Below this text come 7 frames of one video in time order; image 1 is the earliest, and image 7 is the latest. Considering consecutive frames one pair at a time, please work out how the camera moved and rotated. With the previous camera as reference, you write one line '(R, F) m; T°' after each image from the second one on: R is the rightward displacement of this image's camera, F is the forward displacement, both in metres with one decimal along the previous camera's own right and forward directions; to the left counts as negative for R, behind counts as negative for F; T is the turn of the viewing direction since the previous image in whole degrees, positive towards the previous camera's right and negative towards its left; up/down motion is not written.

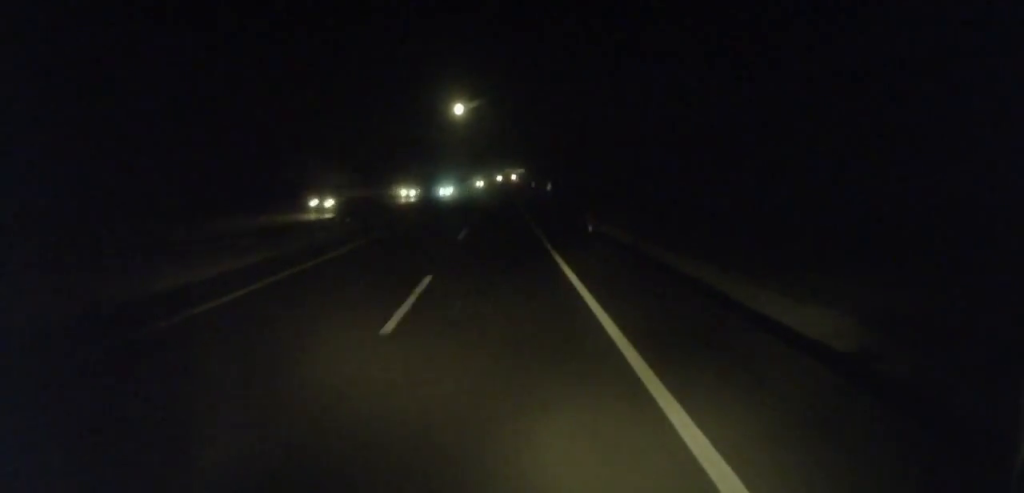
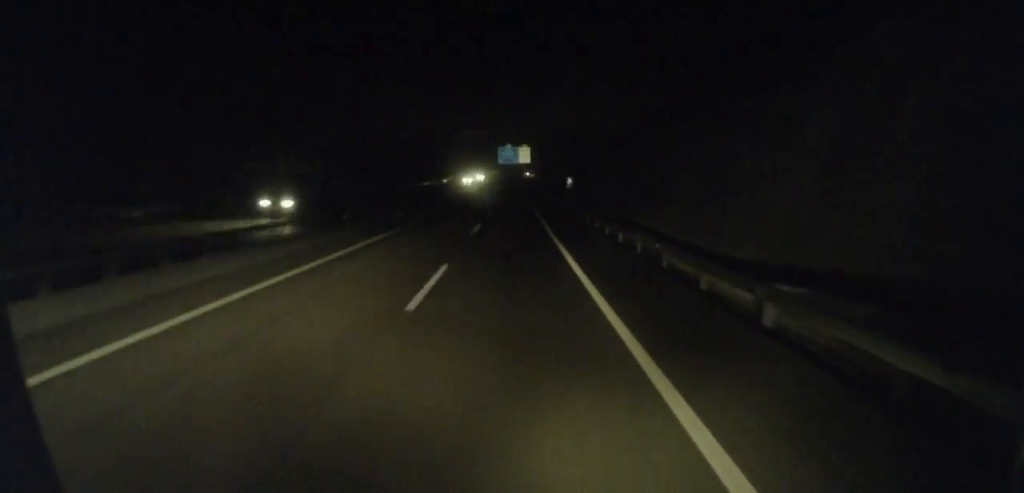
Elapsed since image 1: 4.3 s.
(+1.1, +100.0) m; 0°
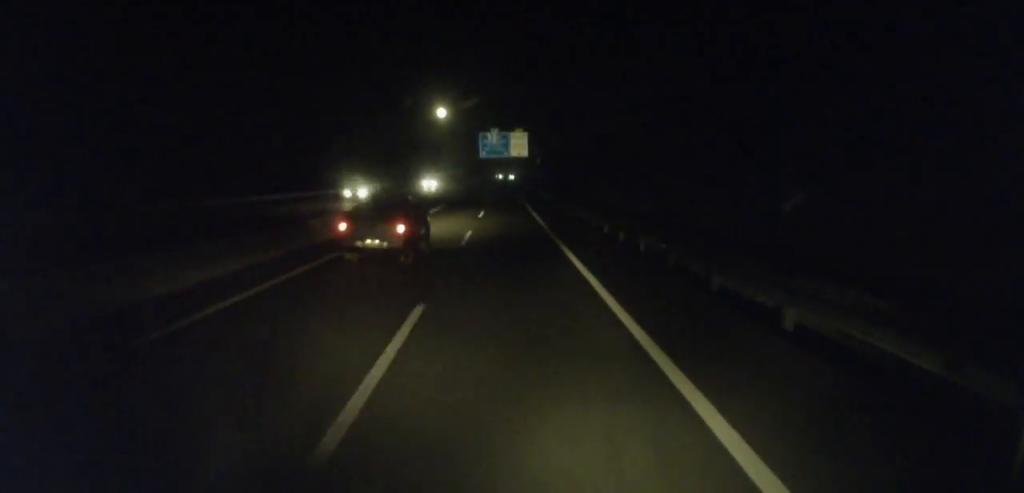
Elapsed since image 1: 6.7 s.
(-0.6, +56.7) m; 0°
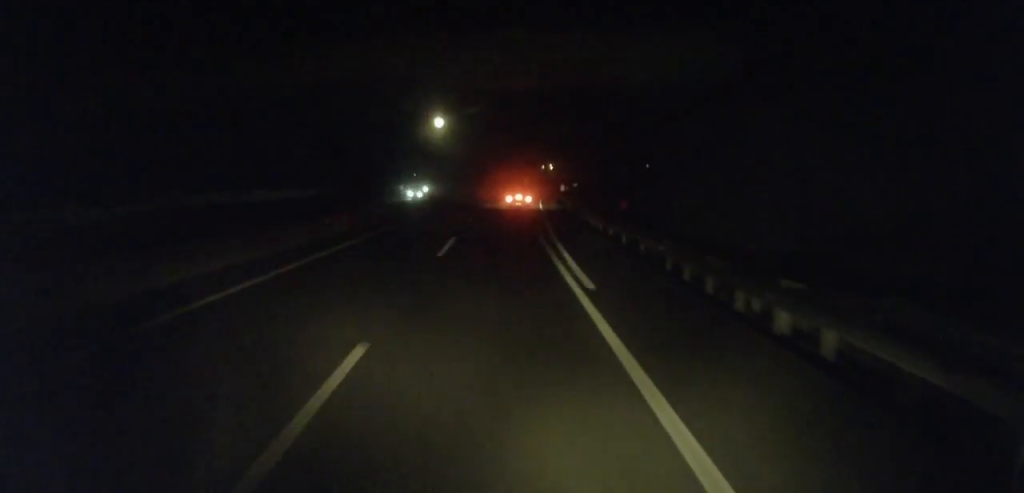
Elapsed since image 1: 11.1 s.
(+1.3, +104.4) m; +2°
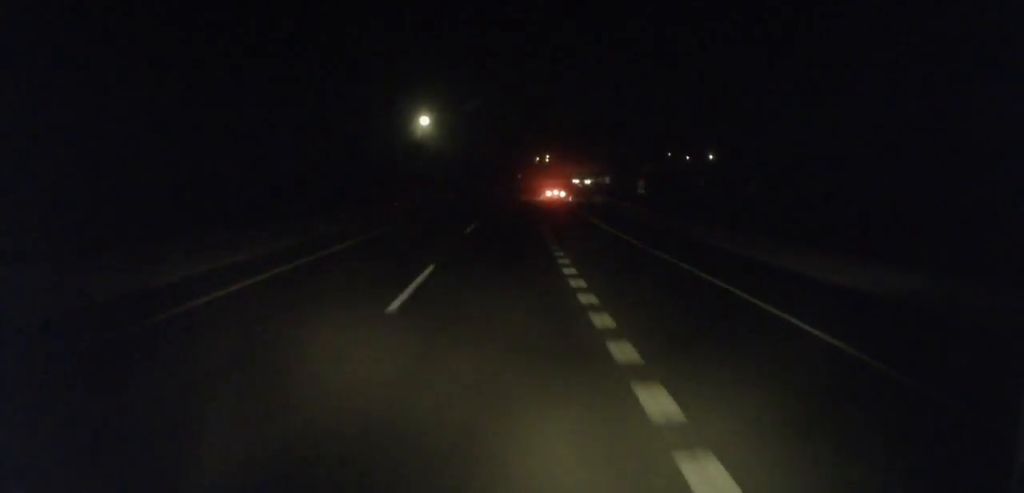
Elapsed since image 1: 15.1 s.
(+1.3, +94.1) m; +2°
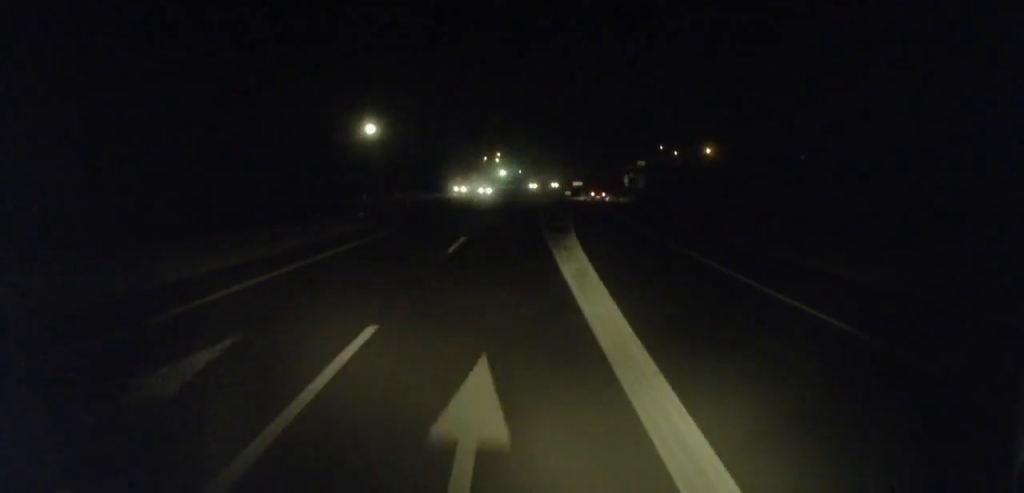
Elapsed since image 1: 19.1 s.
(+2.5, +92.3) m; +4°
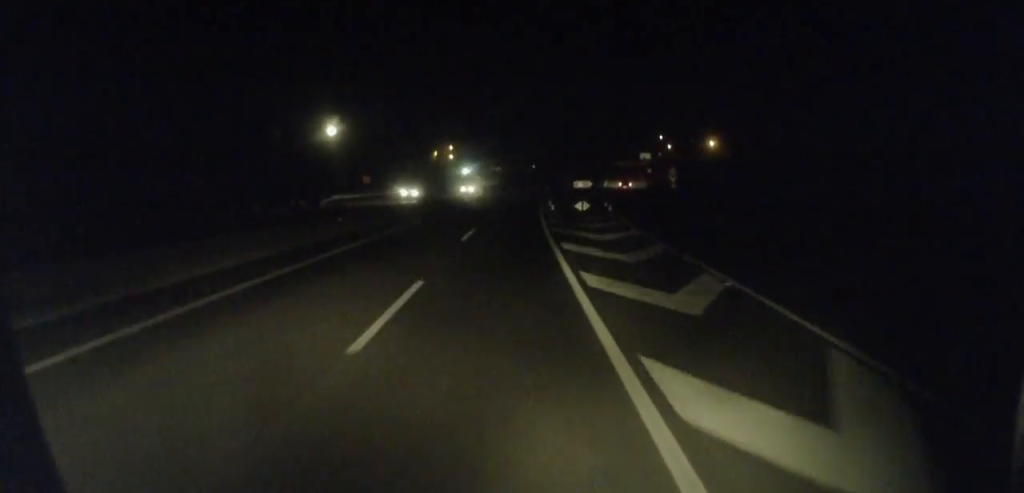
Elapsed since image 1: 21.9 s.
(+2.5, +63.2) m; +4°
